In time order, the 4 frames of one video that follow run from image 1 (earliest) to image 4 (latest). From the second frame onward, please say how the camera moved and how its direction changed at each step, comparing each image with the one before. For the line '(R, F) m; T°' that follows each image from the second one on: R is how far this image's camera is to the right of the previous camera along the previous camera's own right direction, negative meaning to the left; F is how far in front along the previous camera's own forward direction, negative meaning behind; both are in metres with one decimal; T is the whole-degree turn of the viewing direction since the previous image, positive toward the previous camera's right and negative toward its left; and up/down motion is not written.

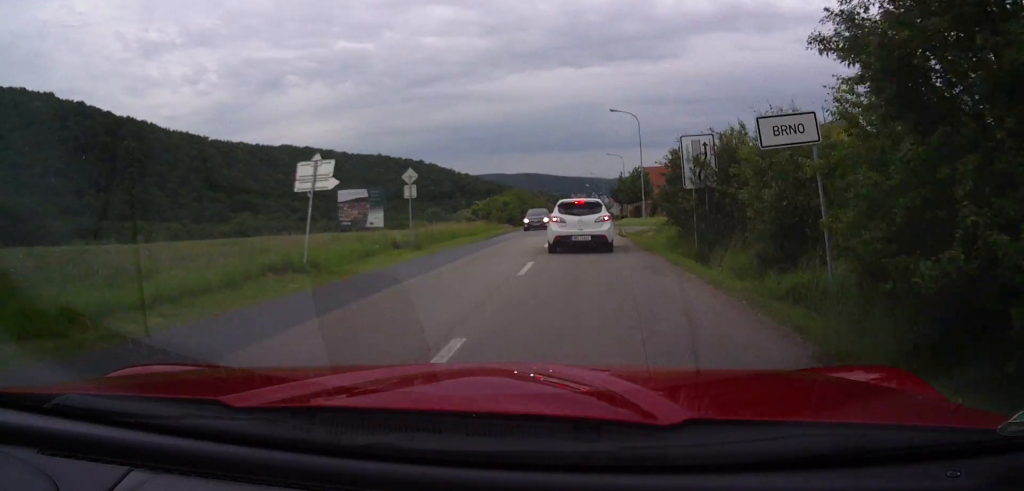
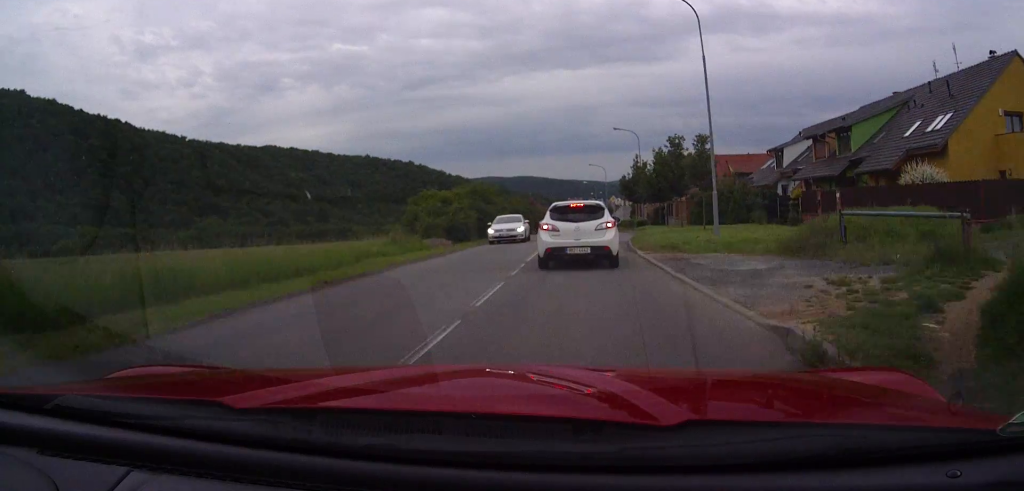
(+0.5, +24.4) m; +2°
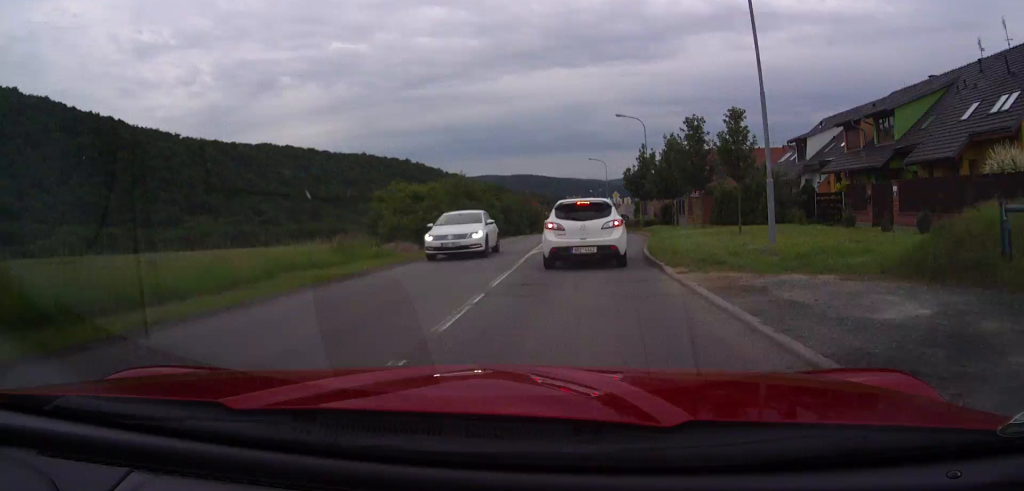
(0.0, +6.5) m; +1°
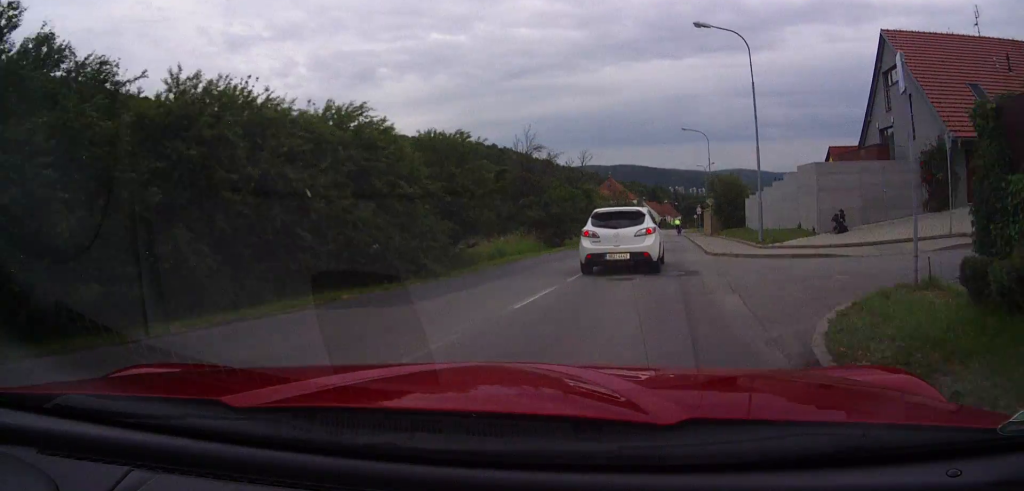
(-2.2, +53.2) m; -6°
